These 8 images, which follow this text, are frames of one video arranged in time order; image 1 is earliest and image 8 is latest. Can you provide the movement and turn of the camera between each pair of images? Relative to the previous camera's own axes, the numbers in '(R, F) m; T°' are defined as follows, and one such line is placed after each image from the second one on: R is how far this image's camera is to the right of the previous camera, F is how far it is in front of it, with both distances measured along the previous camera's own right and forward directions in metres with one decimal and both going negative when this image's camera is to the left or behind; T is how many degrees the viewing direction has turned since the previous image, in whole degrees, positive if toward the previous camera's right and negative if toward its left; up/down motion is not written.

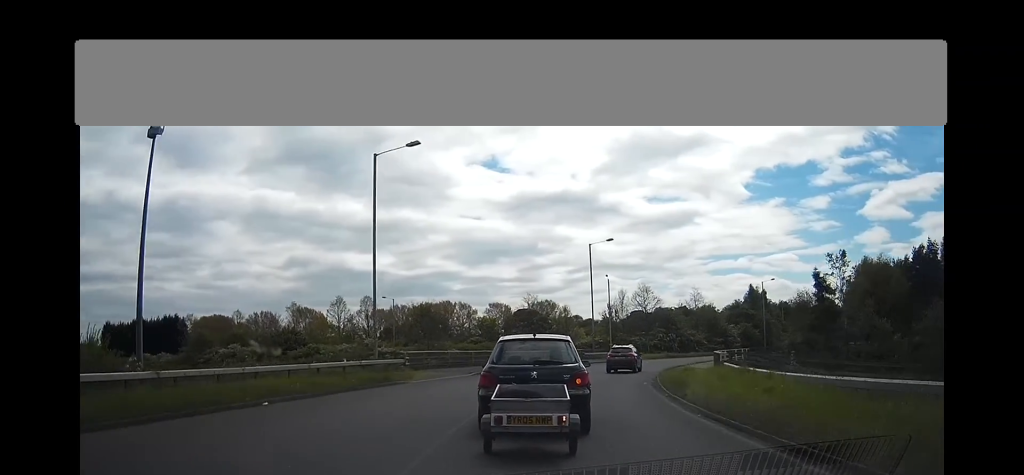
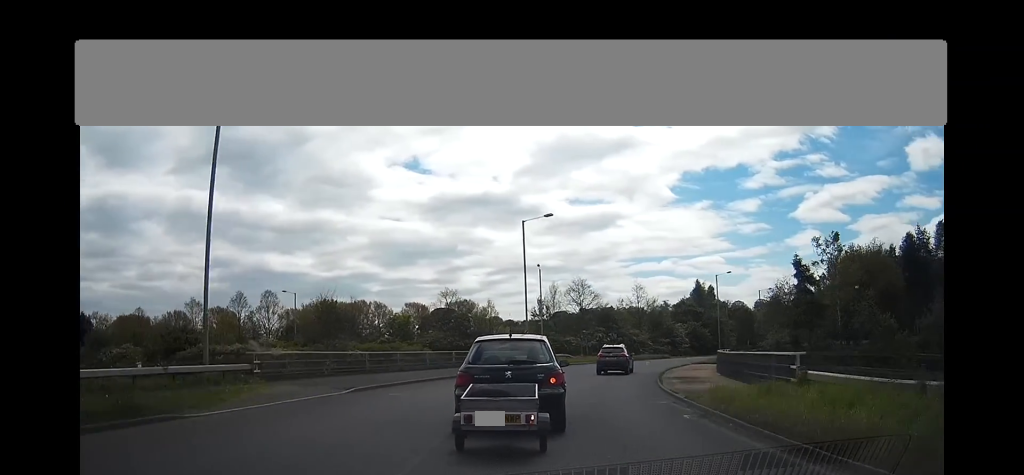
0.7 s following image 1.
(+1.2, +12.9) m; +9°
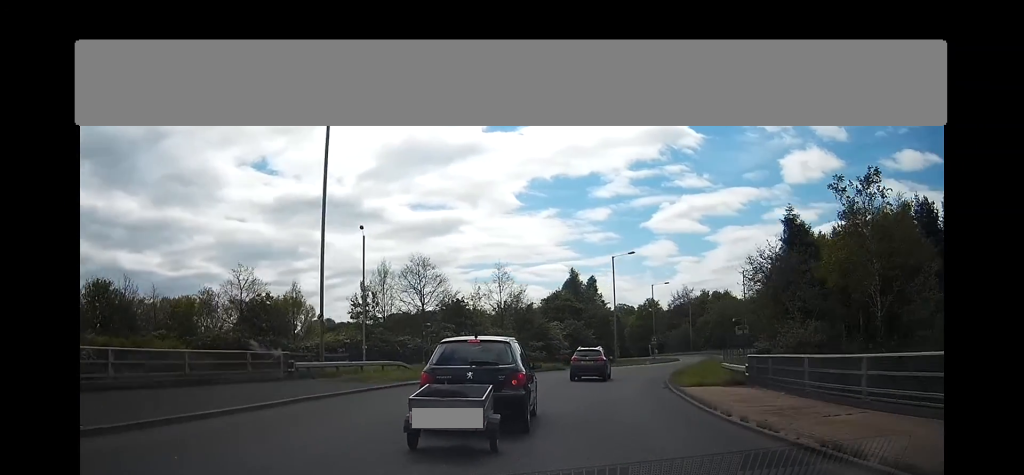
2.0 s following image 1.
(+3.7, +25.4) m; +16°
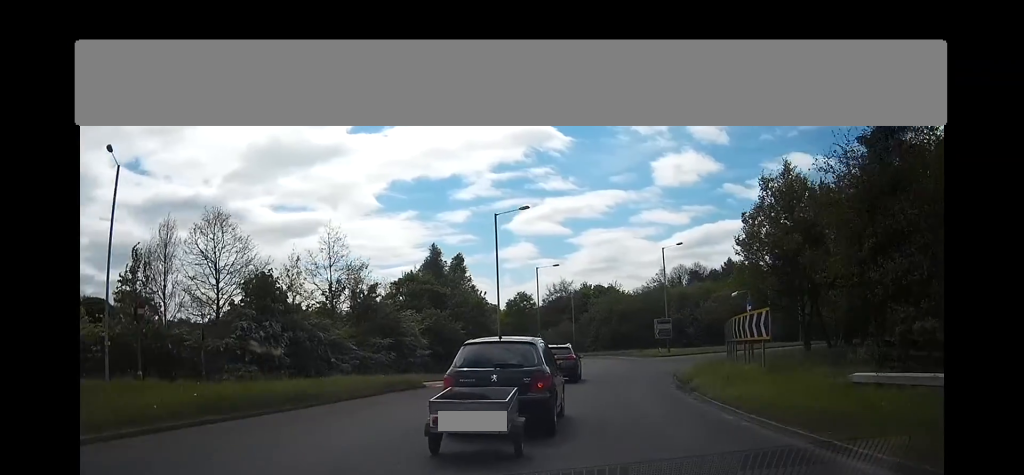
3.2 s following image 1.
(+2.8, +22.3) m; +13°
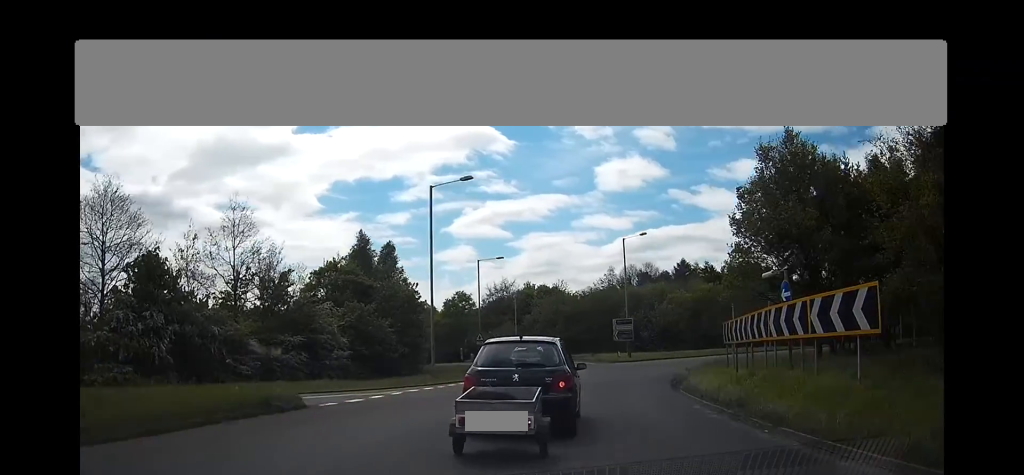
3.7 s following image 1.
(+0.3, +8.7) m; +4°
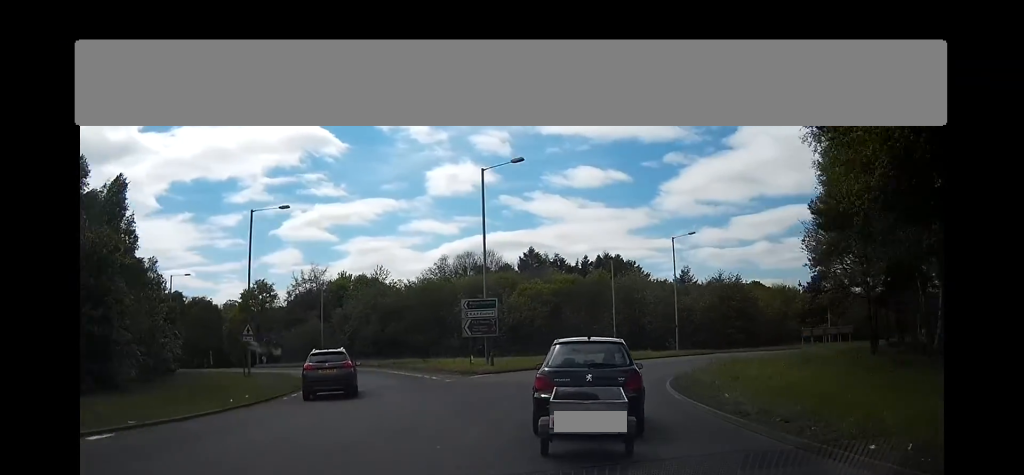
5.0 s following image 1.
(+2.7, +25.1) m; +15°
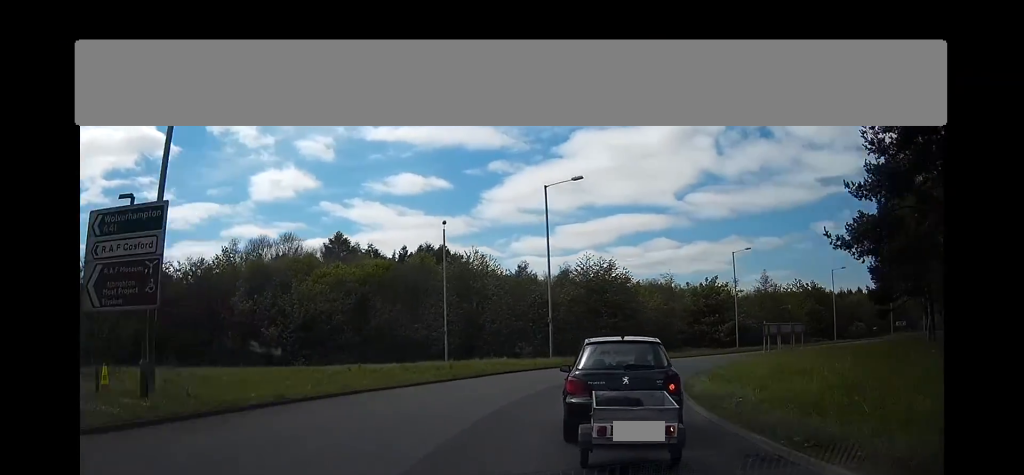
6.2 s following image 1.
(+3.8, +22.4) m; +21°
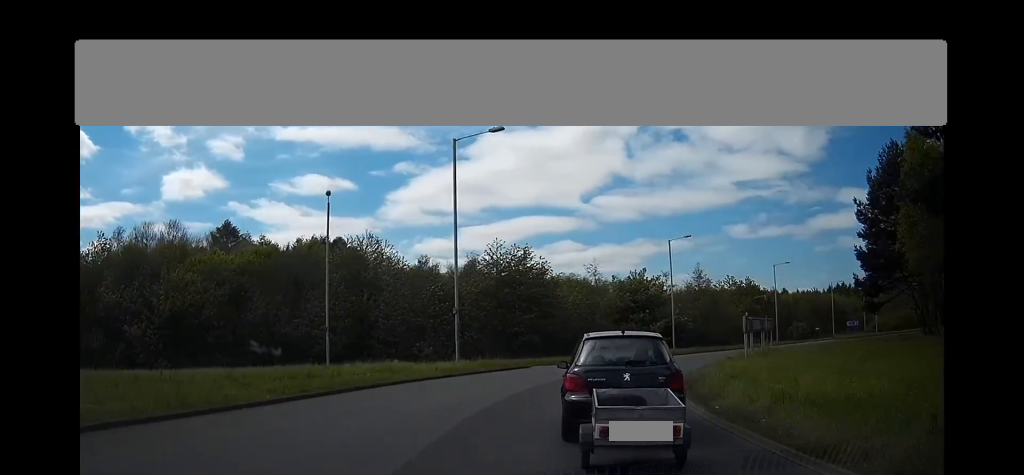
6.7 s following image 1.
(+0.4, +10.0) m; +10°
